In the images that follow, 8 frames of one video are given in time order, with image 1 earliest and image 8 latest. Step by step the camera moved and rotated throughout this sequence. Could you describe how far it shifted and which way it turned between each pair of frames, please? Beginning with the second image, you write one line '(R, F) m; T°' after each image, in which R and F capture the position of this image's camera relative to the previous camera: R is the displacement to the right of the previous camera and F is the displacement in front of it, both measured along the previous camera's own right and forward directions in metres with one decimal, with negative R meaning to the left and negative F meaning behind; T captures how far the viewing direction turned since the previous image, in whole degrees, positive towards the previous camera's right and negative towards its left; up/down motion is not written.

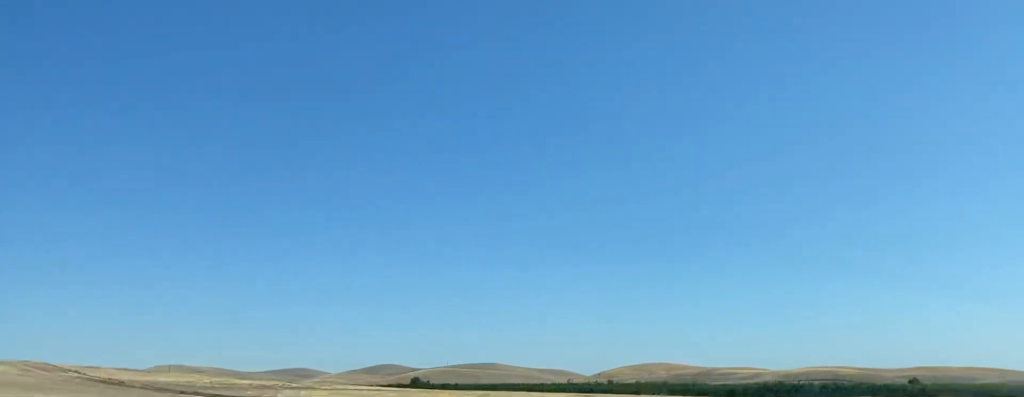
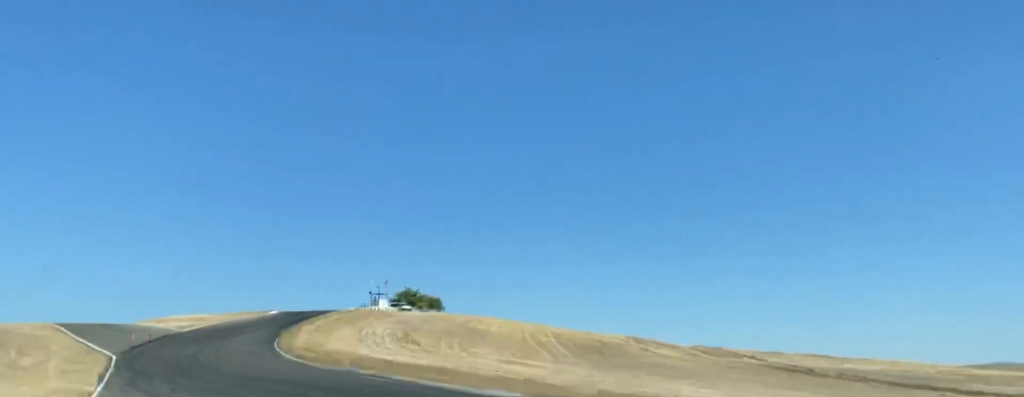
(-23.7, +67.5) m; -28°
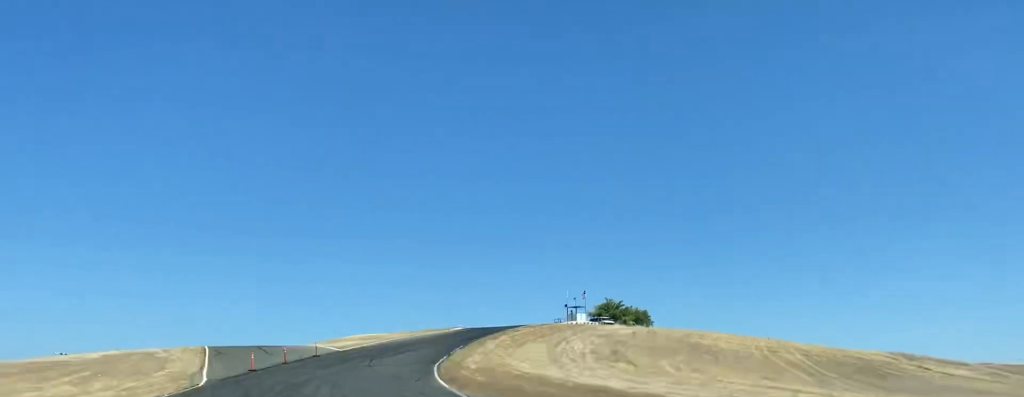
(-0.5, +24.6) m; +3°
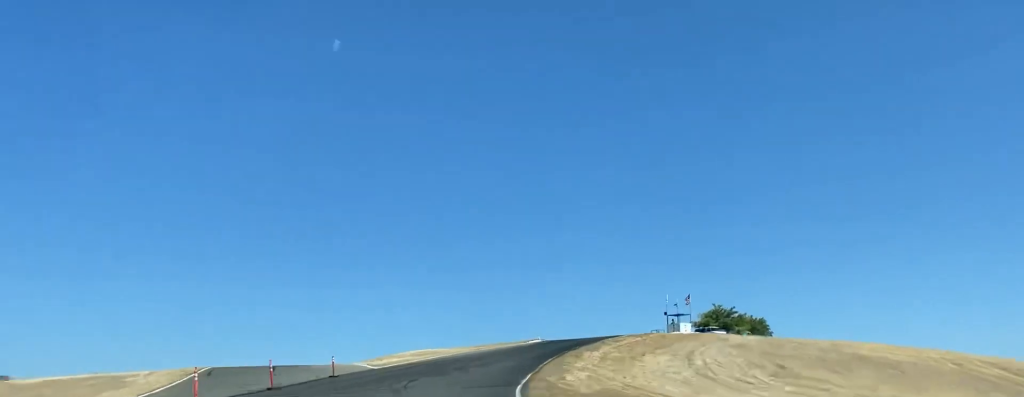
(-0.1, +21.0) m; +6°
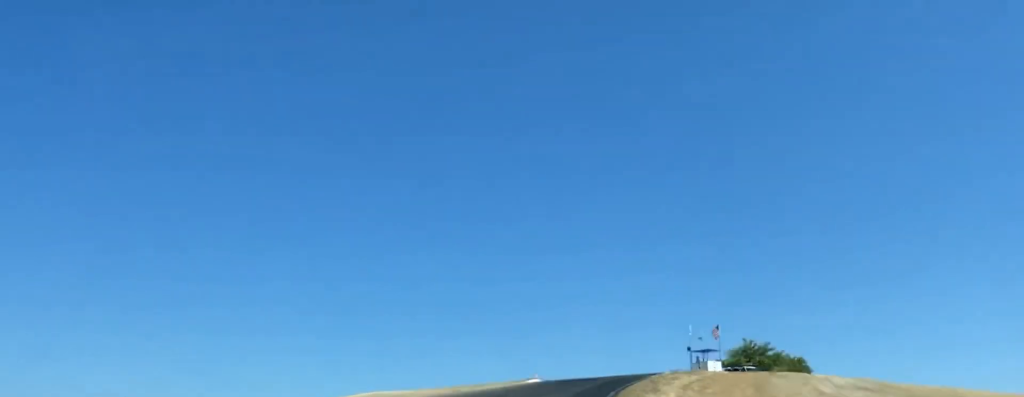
(+2.5, +18.3) m; +7°
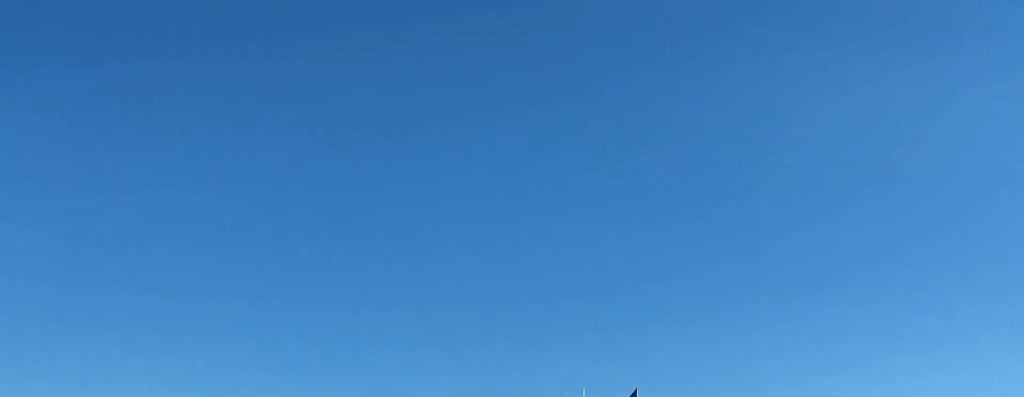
(-1.8, +31.1) m; -30°
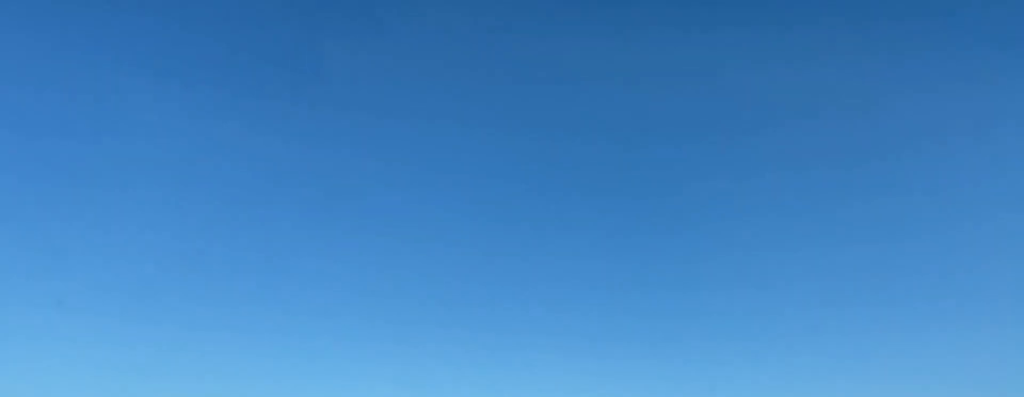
(-6.5, +14.1) m; -29°
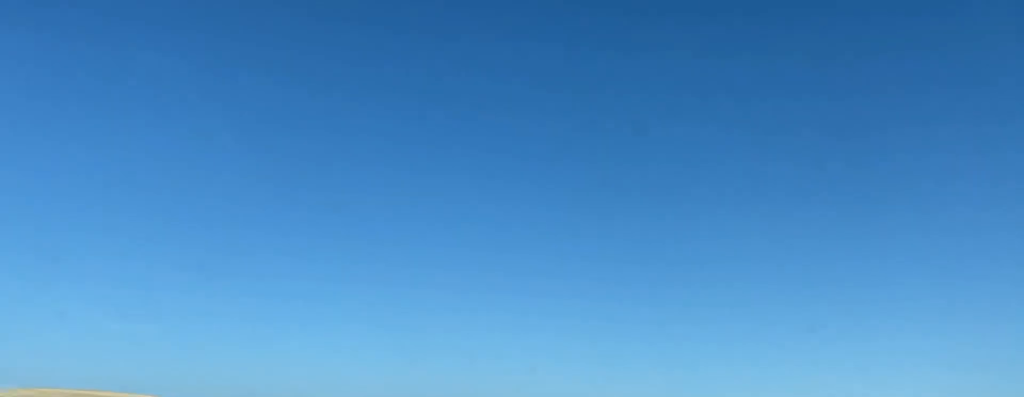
(-2.8, +7.6) m; +1°
